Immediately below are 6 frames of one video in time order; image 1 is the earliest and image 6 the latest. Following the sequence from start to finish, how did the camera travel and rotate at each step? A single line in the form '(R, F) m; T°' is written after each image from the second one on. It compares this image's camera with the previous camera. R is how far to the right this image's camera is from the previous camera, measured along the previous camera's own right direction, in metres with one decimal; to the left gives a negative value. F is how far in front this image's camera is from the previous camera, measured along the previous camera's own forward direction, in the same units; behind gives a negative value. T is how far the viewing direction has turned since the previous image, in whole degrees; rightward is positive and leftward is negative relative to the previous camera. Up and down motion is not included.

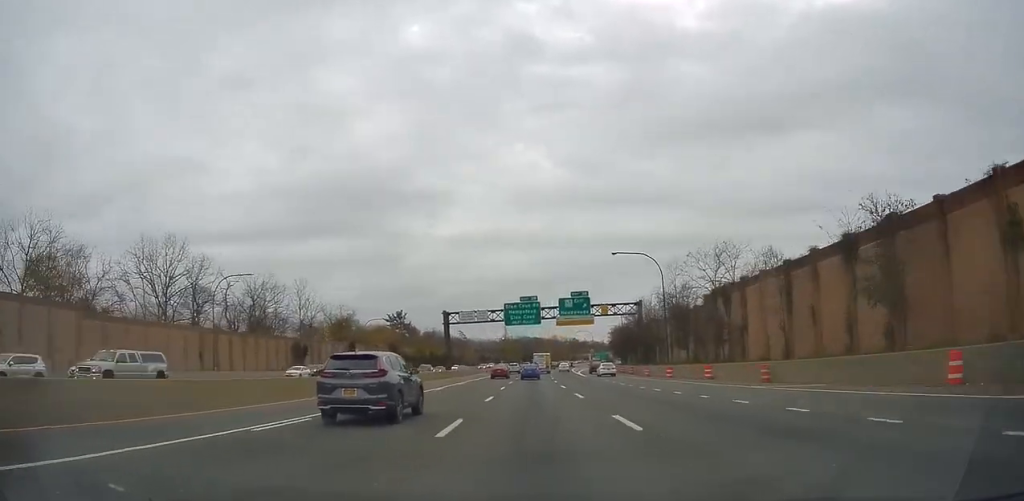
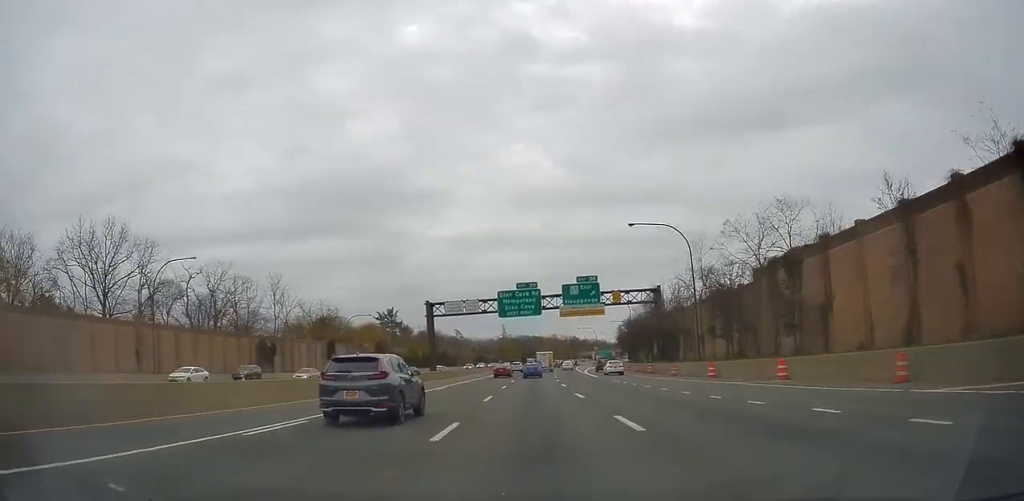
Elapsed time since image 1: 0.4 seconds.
(0.0, +12.2) m; 0°
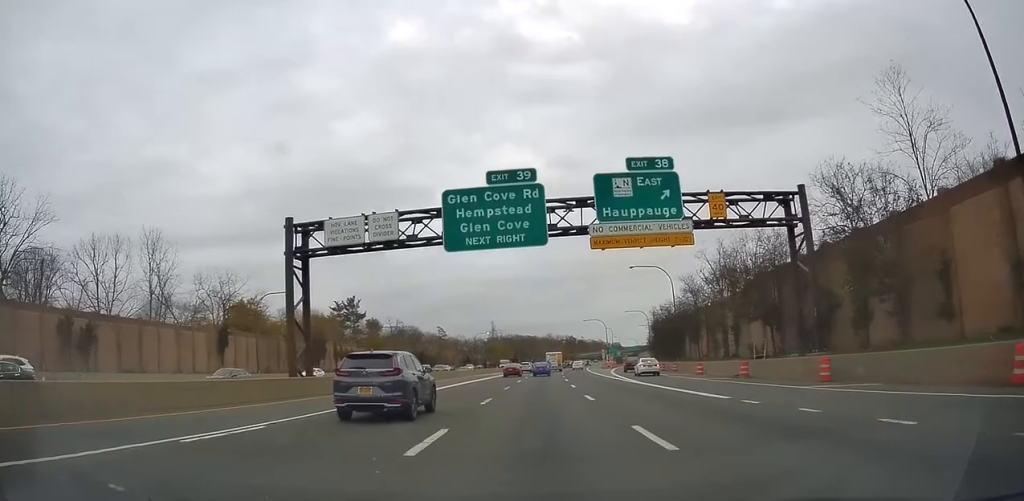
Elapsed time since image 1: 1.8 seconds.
(+0.6, +38.1) m; +1°
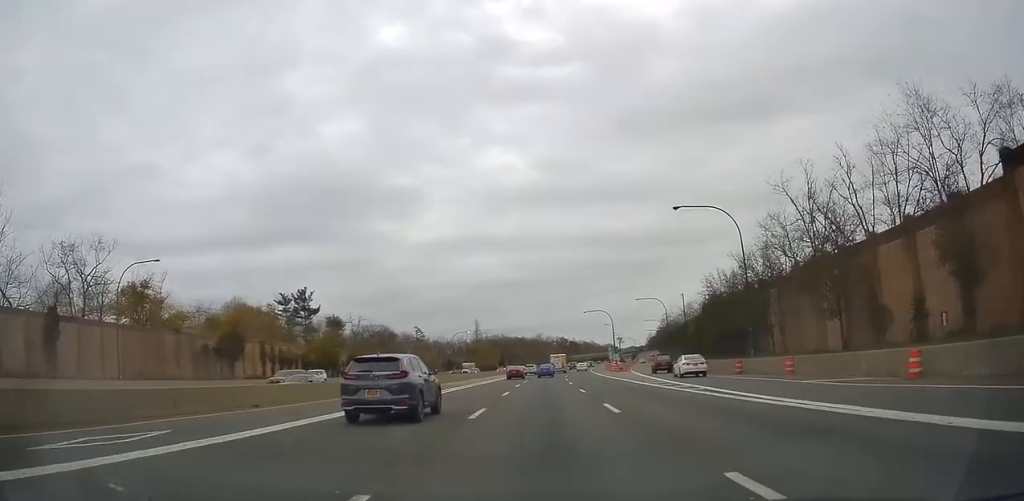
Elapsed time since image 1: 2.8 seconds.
(-0.3, +28.9) m; 0°
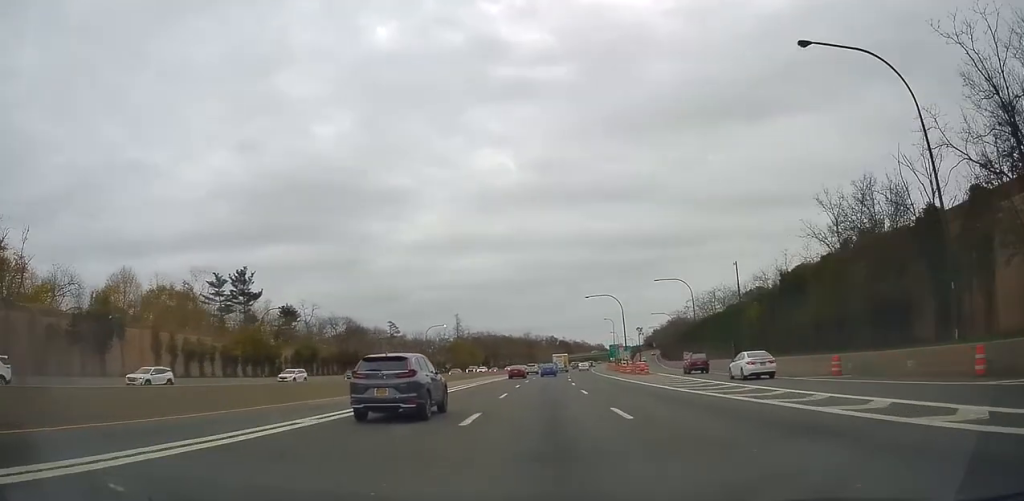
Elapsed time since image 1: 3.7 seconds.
(+0.3, +25.8) m; +1°
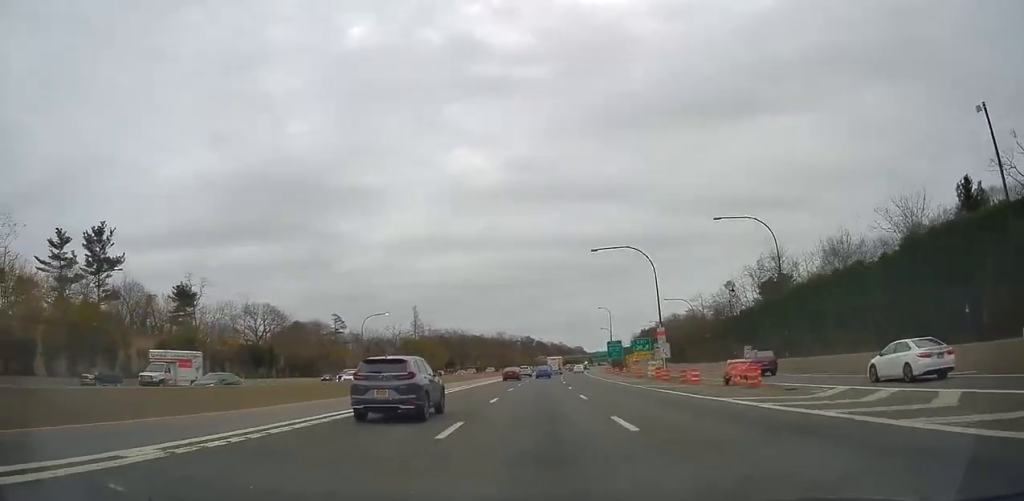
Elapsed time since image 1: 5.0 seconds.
(+0.2, +37.9) m; +1°
